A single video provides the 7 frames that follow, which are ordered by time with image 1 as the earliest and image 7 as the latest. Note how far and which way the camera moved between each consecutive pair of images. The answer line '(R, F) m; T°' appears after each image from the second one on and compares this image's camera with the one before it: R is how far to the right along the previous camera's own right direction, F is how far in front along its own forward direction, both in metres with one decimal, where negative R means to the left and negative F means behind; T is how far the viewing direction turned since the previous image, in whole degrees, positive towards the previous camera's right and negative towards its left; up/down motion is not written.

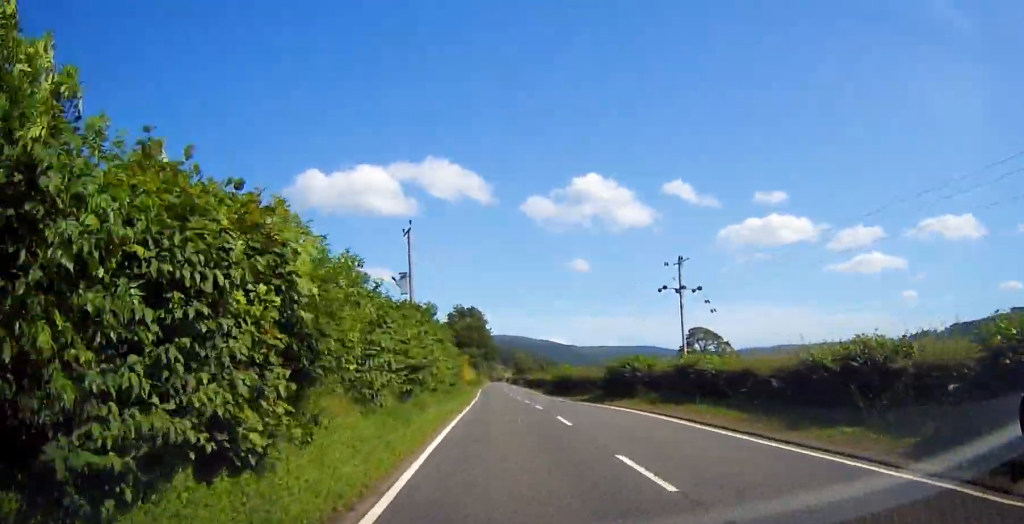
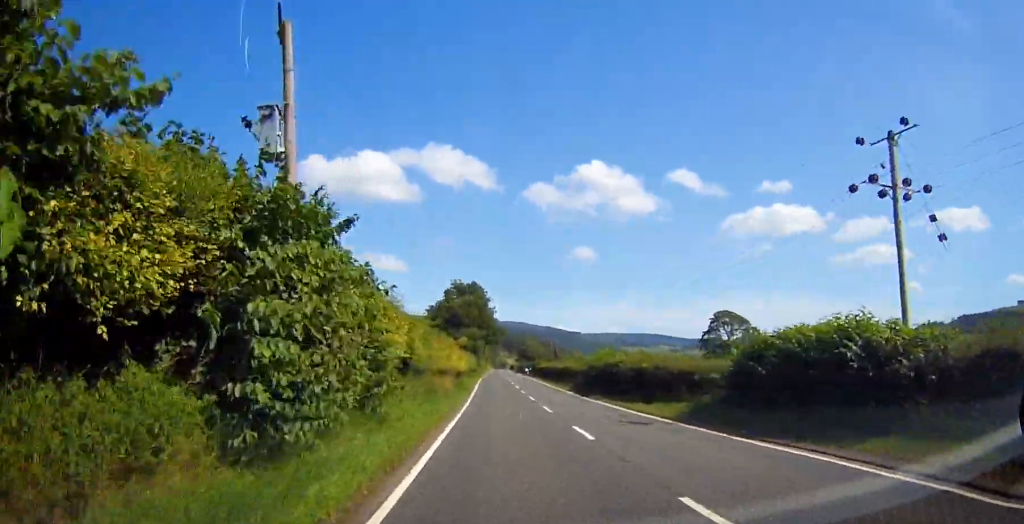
(+0.2, +21.5) m; 0°
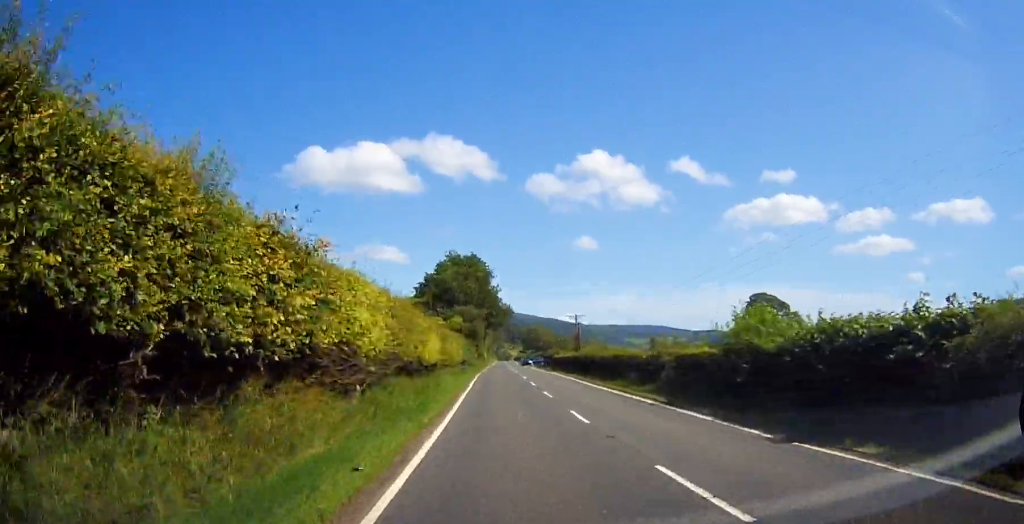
(-0.1, +25.6) m; 0°
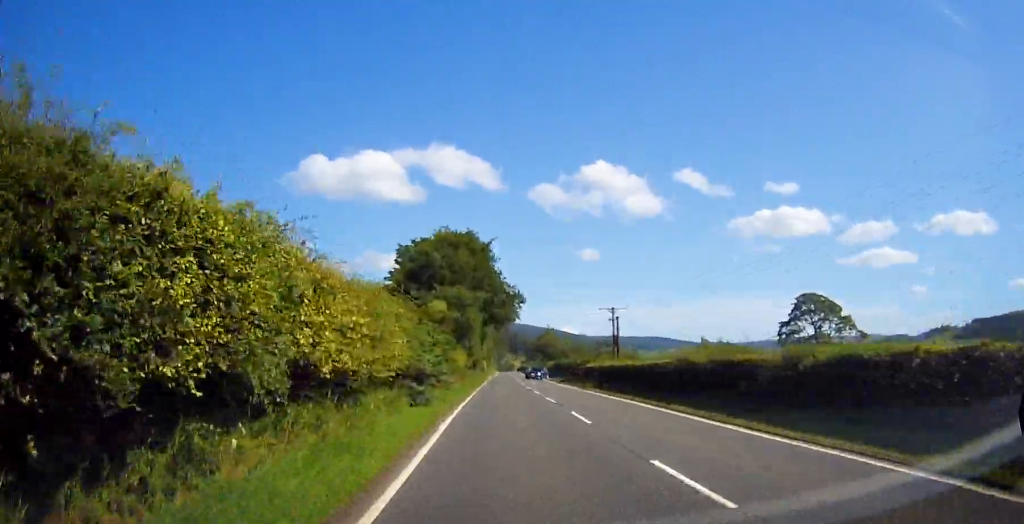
(+0.2, +26.6) m; 0°
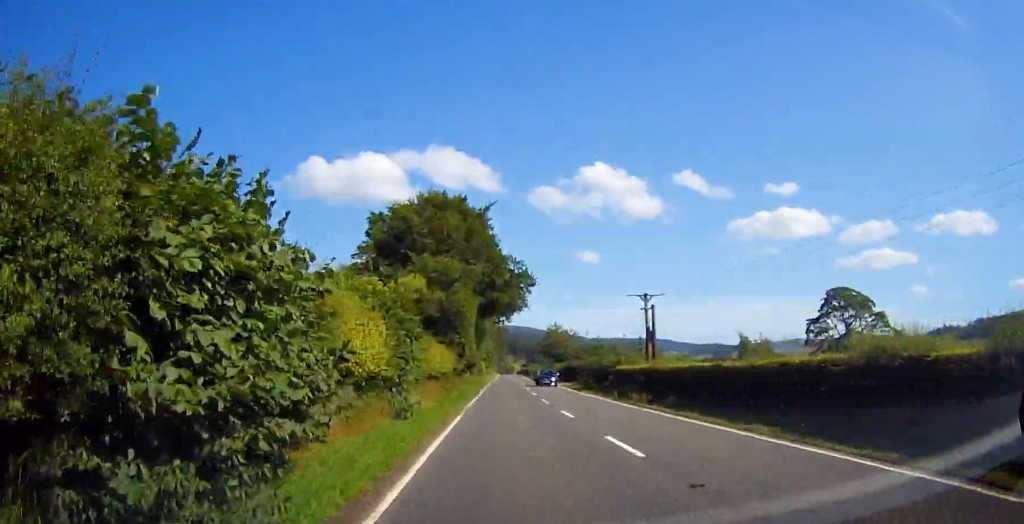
(0.0, +14.0) m; 0°
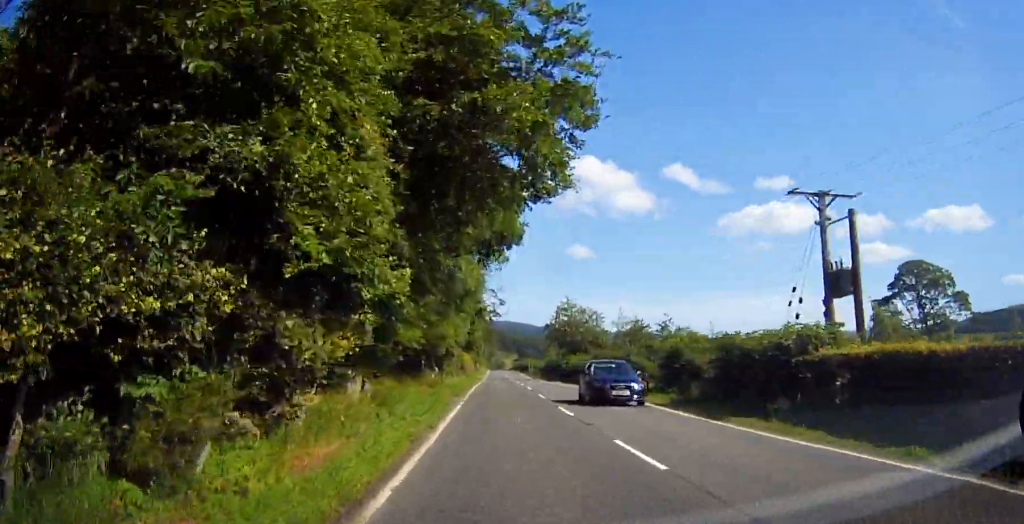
(0.0, +29.1) m; 0°
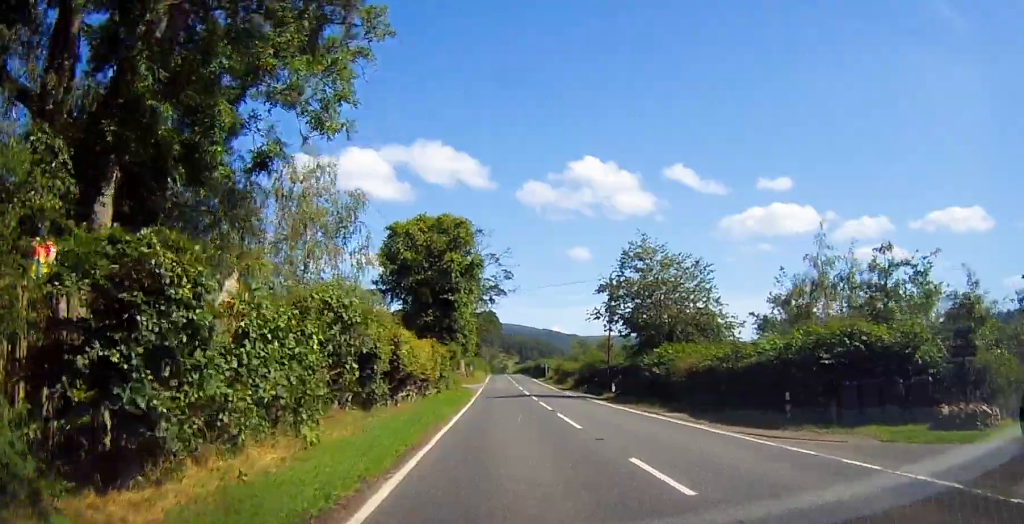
(+0.2, +37.5) m; 0°
